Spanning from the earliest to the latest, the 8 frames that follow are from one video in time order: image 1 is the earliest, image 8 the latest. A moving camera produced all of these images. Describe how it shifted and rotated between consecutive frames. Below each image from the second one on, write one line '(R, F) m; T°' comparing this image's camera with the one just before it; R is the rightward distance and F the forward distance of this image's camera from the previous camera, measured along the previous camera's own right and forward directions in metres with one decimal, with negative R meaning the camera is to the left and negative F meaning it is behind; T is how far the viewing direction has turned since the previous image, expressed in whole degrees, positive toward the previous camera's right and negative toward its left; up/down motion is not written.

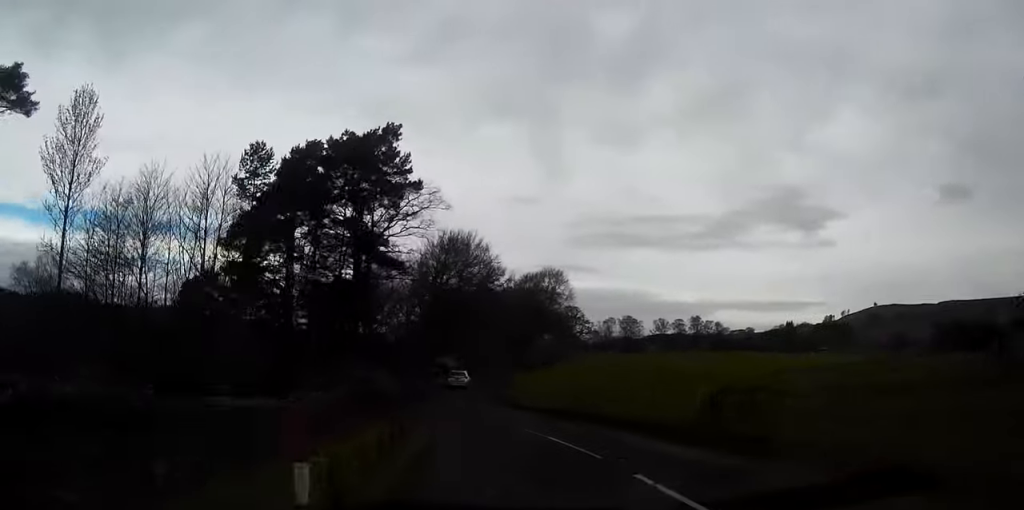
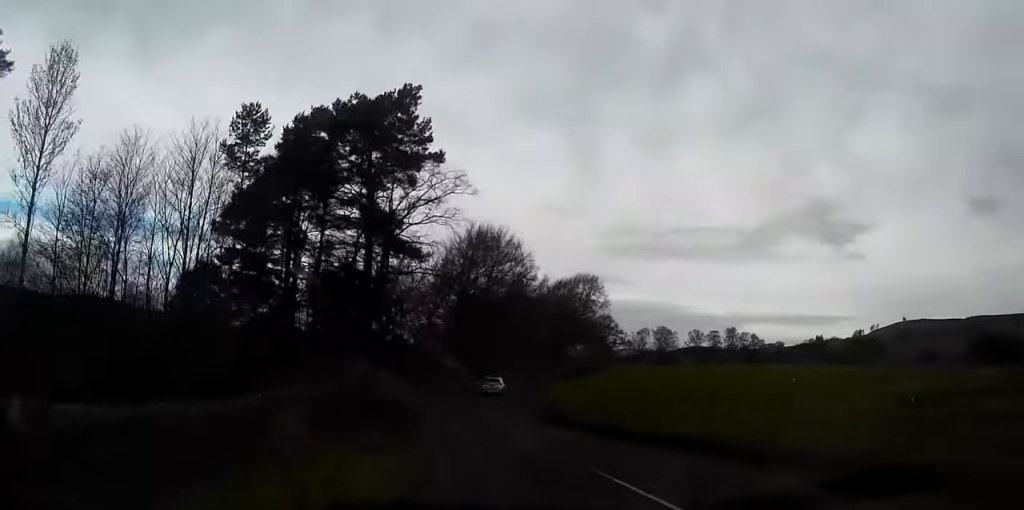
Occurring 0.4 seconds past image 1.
(-0.3, +7.6) m; -2°
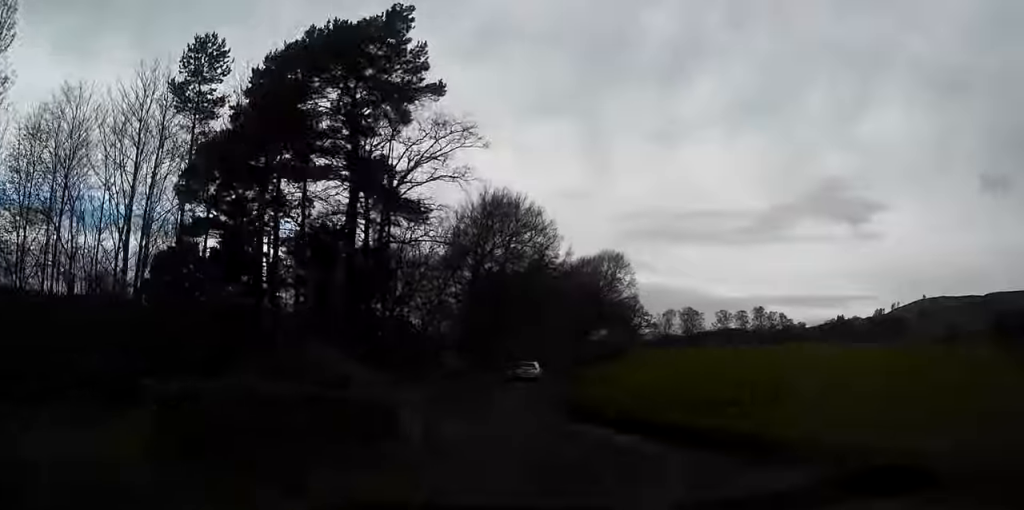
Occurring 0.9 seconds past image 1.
(-0.1, +8.8) m; -2°
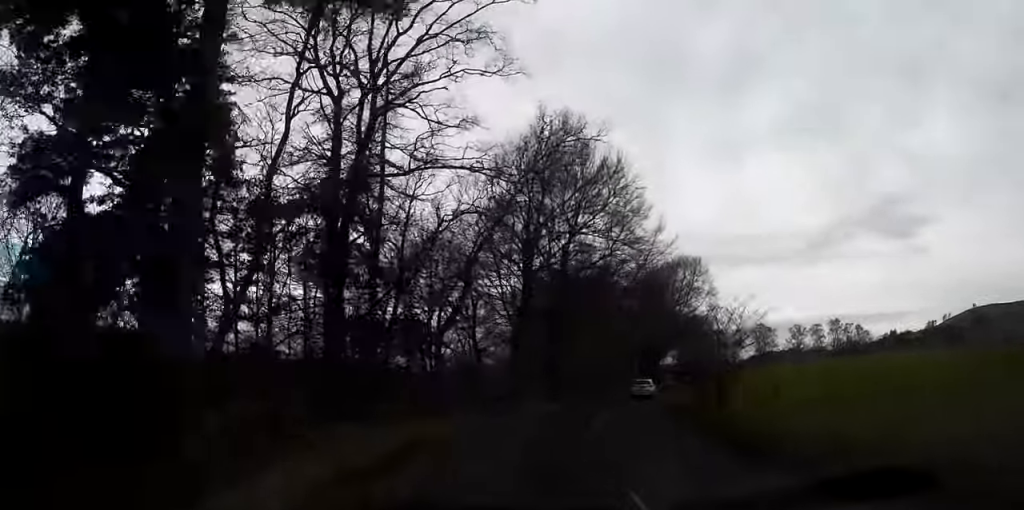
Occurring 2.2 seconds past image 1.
(-0.7, +22.2) m; -1°
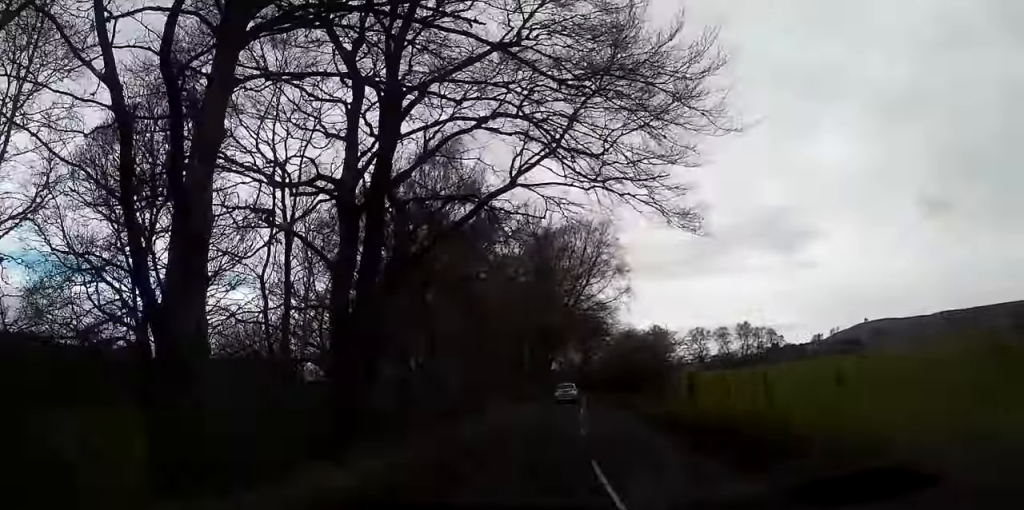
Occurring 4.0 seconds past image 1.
(+1.4, +30.9) m; +7°
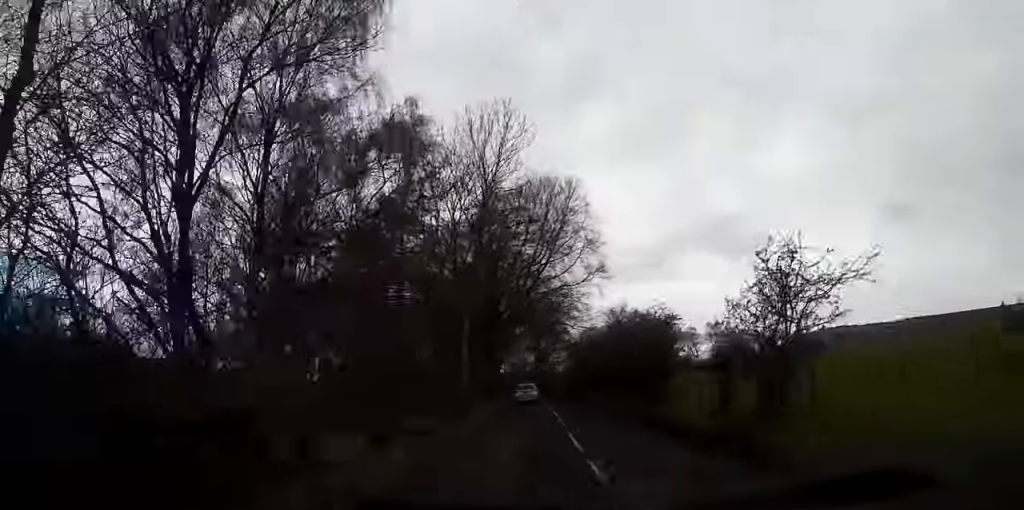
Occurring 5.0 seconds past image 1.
(+0.5, +18.7) m; +3°
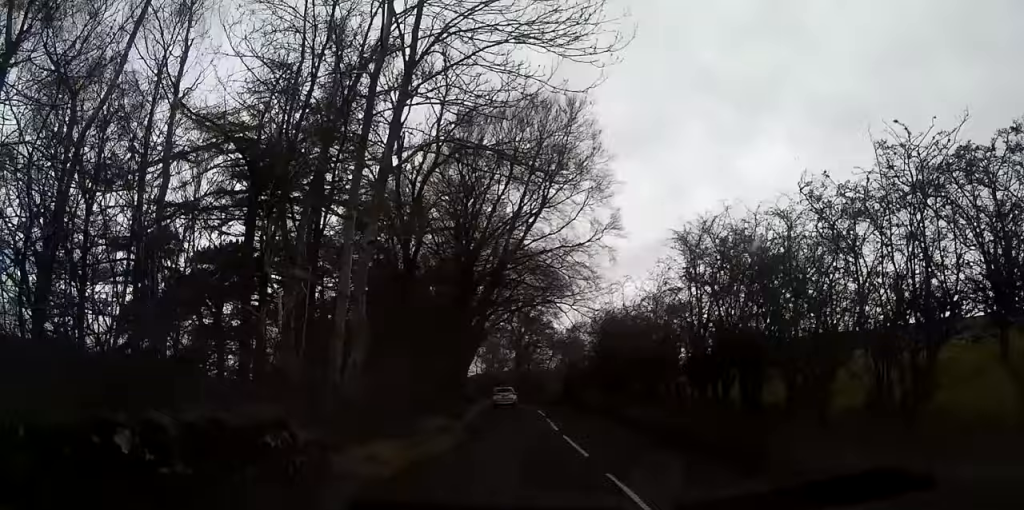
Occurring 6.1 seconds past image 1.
(+0.6, +18.9) m; +2°
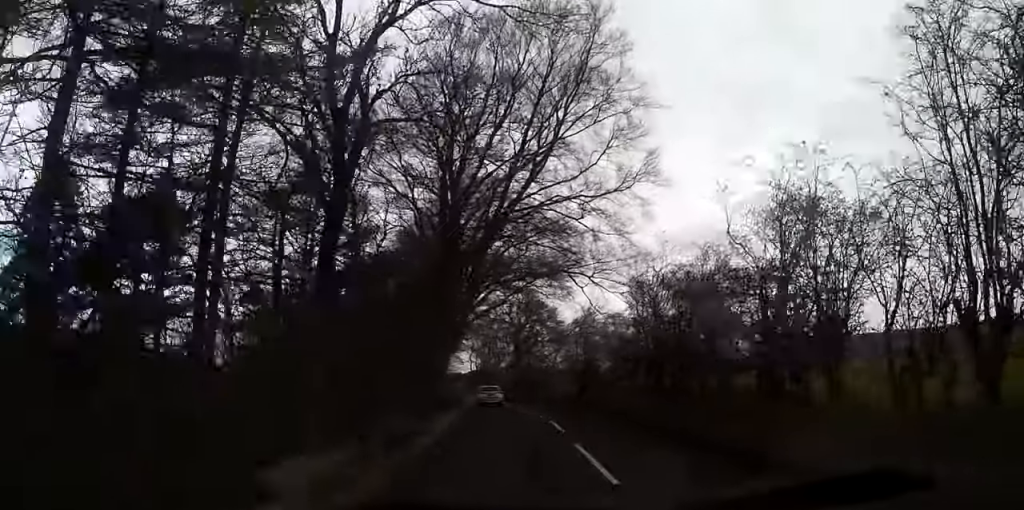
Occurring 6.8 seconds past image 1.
(0.0, +12.7) m; 0°
